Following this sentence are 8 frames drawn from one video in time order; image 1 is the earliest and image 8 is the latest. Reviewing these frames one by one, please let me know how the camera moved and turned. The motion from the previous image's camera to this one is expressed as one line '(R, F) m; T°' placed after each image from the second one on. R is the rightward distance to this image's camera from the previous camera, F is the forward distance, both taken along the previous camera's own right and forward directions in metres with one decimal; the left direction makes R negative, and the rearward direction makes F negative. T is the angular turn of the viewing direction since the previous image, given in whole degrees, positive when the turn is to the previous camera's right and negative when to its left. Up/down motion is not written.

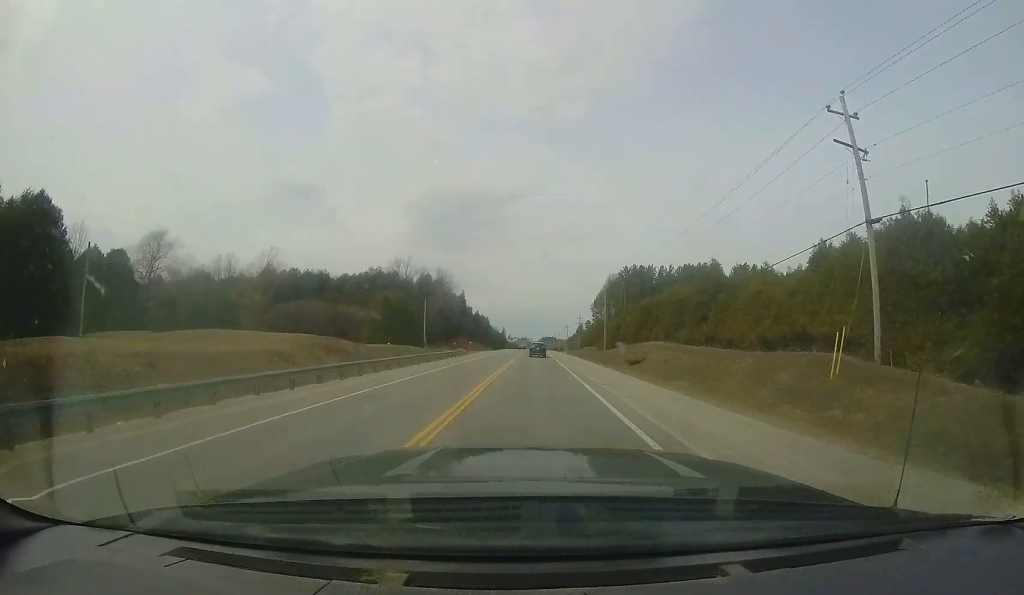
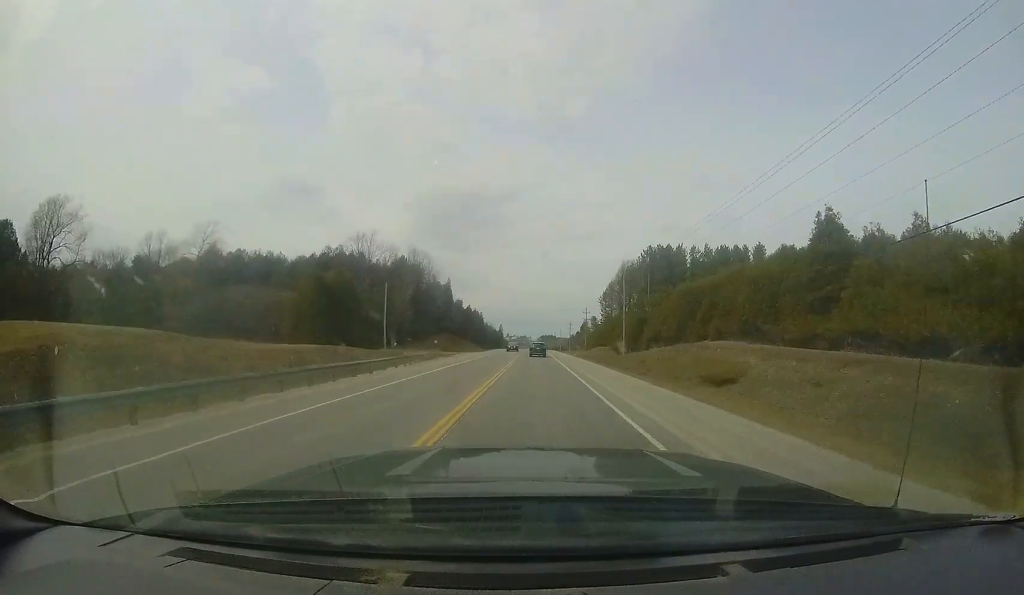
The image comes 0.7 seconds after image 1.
(-0.1, +17.8) m; -1°
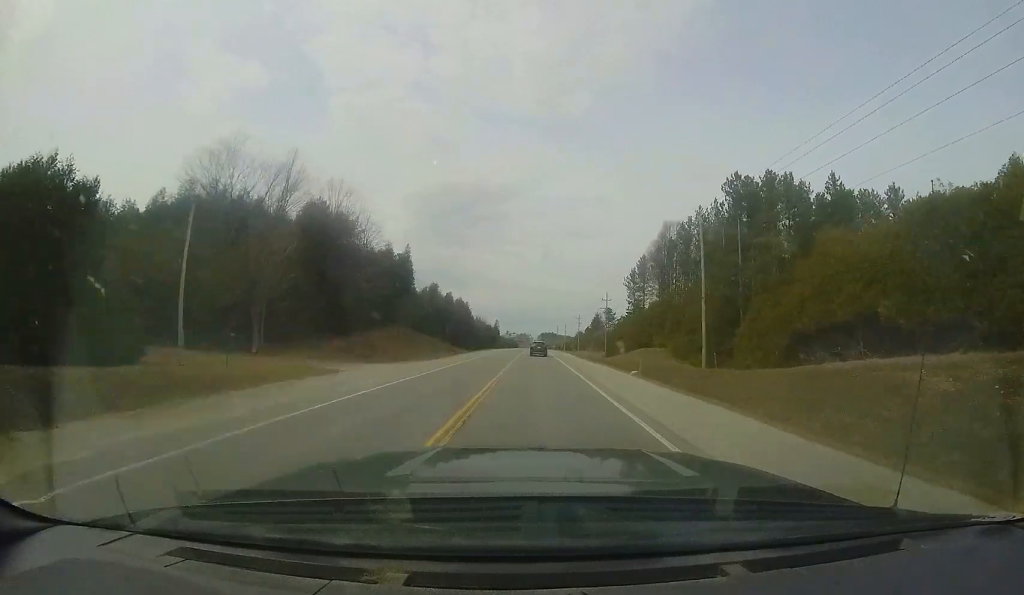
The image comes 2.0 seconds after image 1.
(-0.3, +30.9) m; 0°
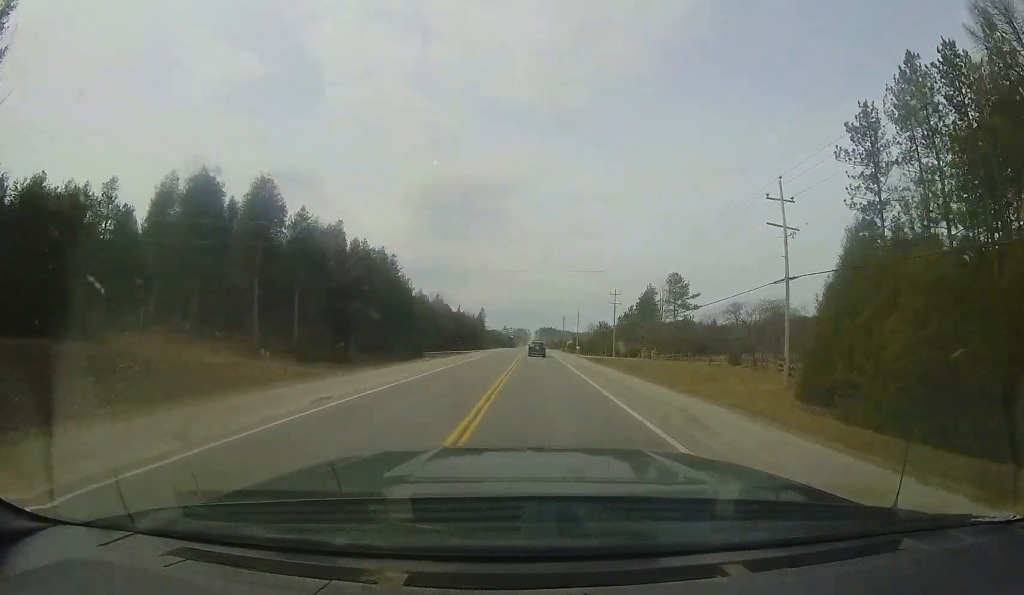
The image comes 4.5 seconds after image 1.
(+0.5, +60.0) m; +1°
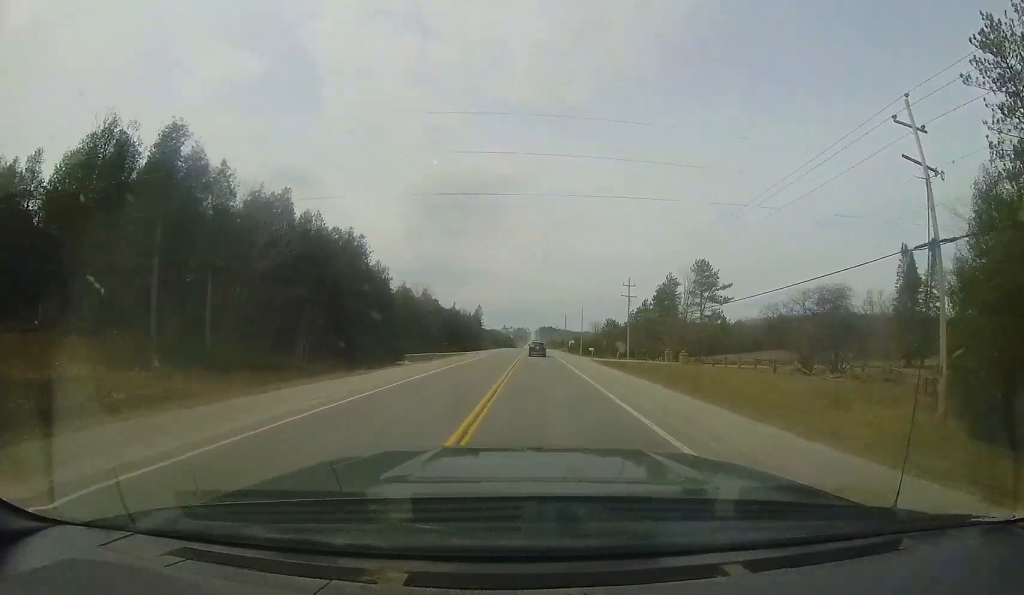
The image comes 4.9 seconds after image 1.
(+0.1, +10.5) m; 0°
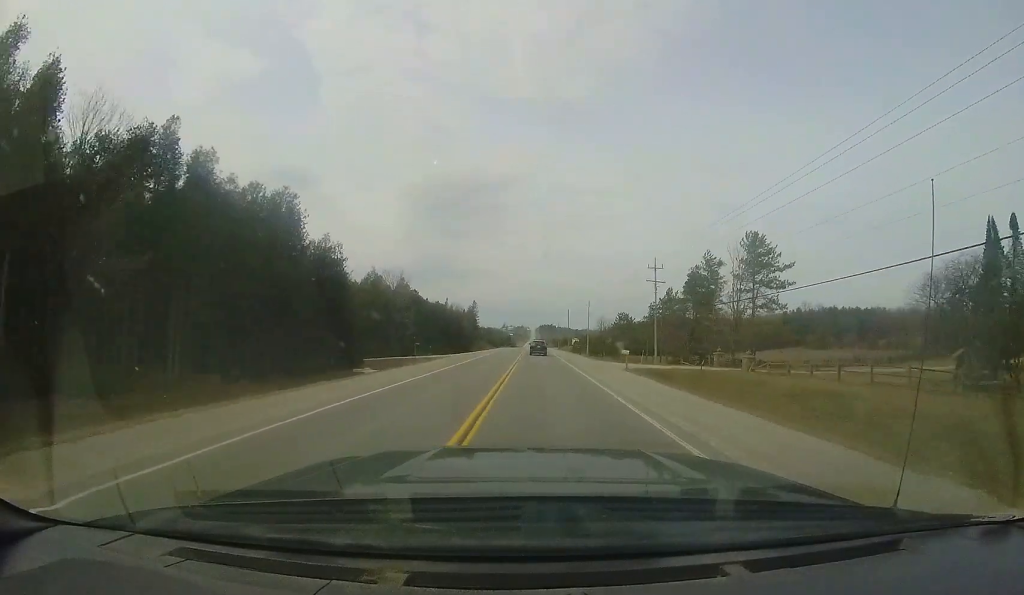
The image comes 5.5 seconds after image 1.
(0.0, +13.7) m; 0°
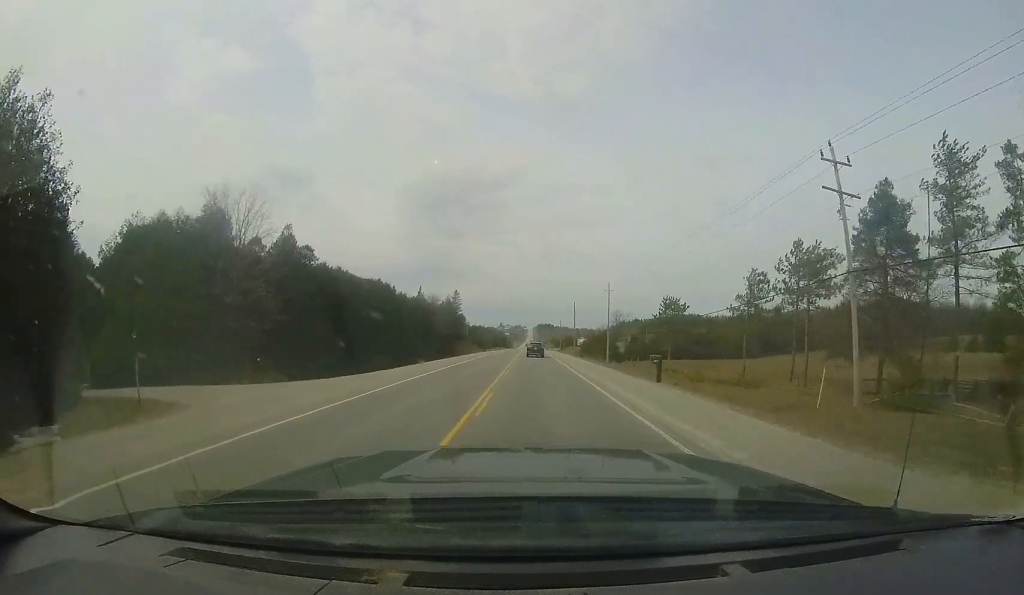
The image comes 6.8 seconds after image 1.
(-0.2, +31.6) m; 0°
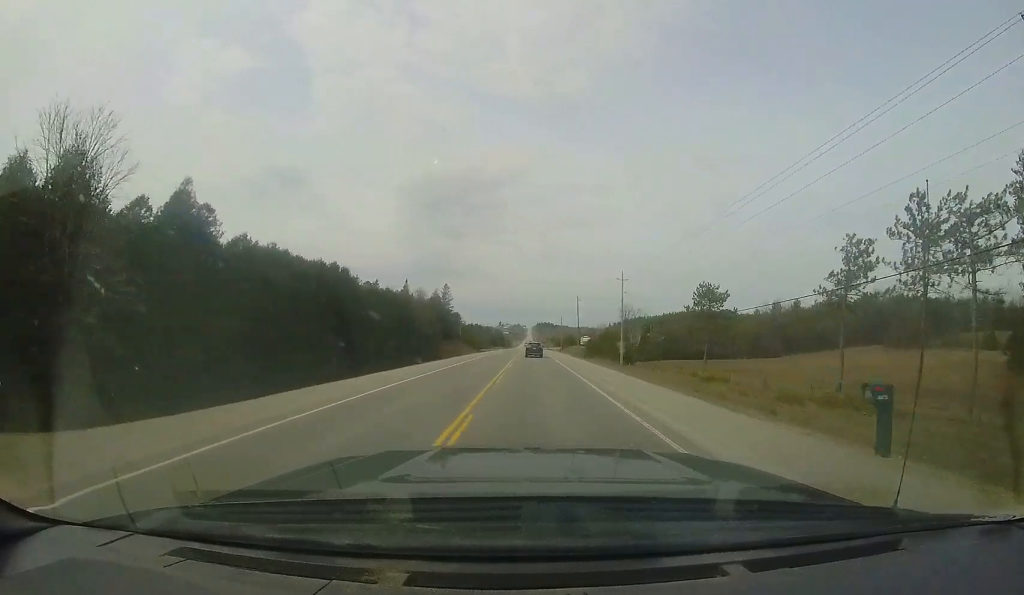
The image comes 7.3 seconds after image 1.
(-0.1, +12.2) m; 0°
